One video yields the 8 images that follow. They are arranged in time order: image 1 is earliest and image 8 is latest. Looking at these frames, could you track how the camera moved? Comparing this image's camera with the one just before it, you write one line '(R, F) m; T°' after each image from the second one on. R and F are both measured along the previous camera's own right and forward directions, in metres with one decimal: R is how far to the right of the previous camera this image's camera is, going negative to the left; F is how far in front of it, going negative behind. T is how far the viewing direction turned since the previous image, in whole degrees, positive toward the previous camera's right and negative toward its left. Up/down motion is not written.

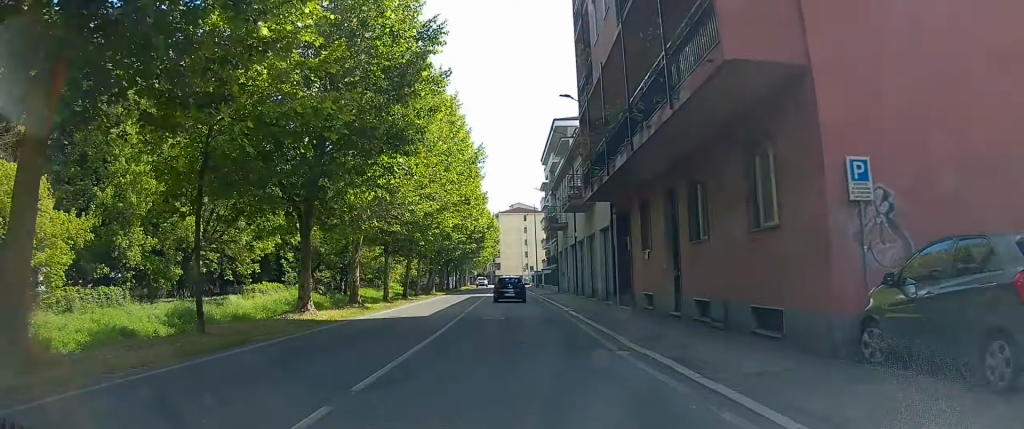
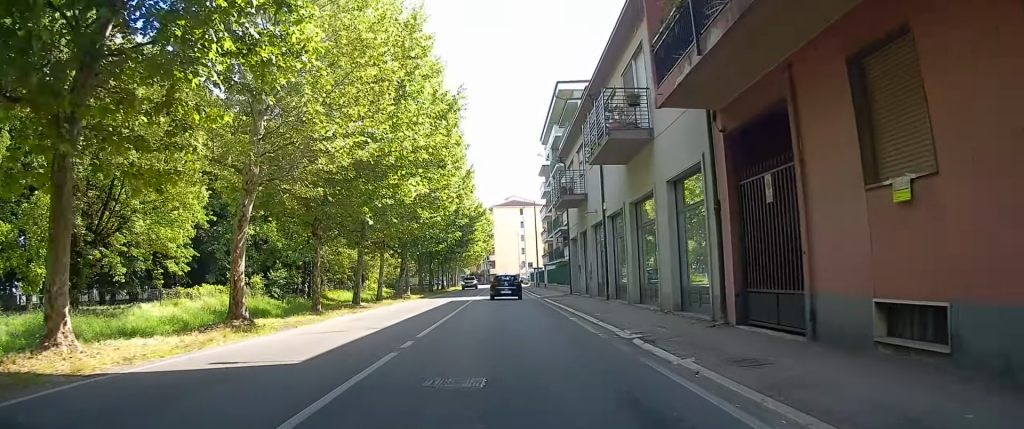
(-0.1, +13.6) m; 0°
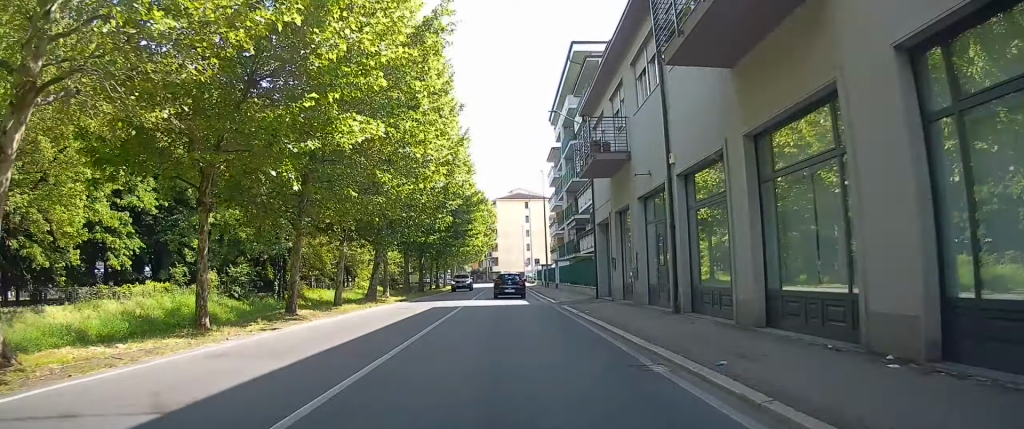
(0.0, +10.1) m; 0°
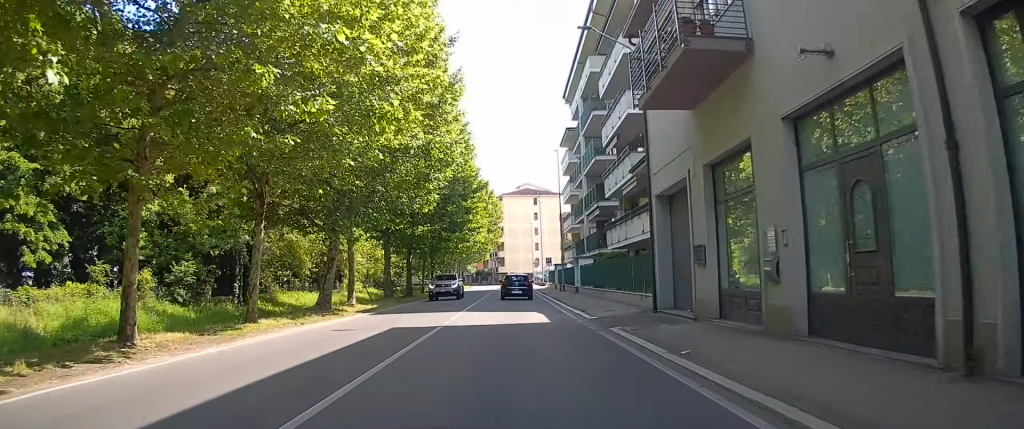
(0.0, +10.3) m; 0°
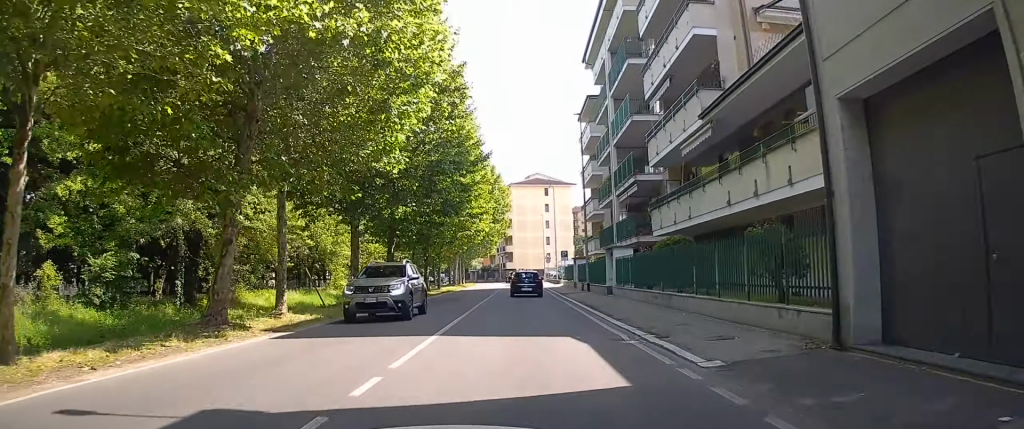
(0.0, +10.4) m; -1°
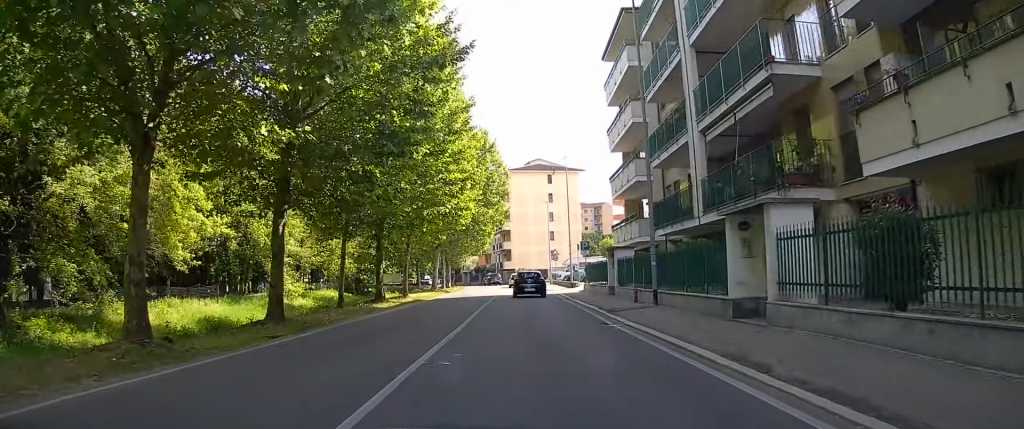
(-0.1, +18.1) m; 0°
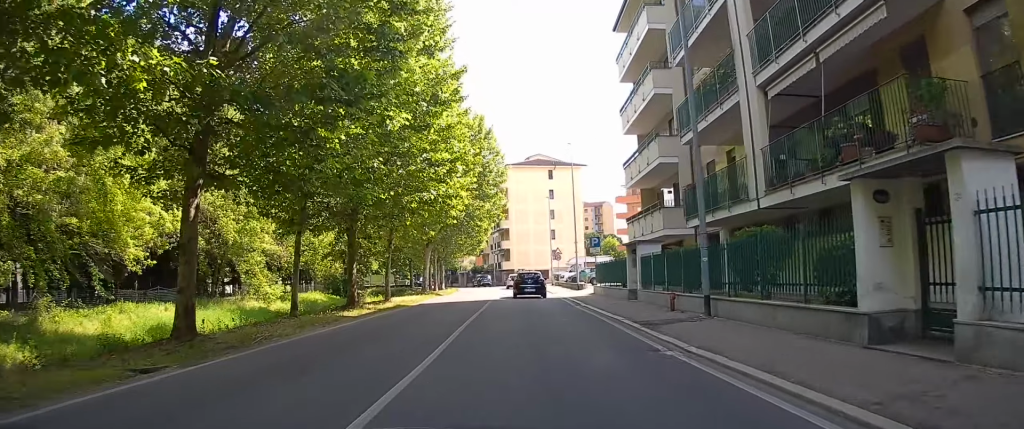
(0.0, +5.6) m; +1°
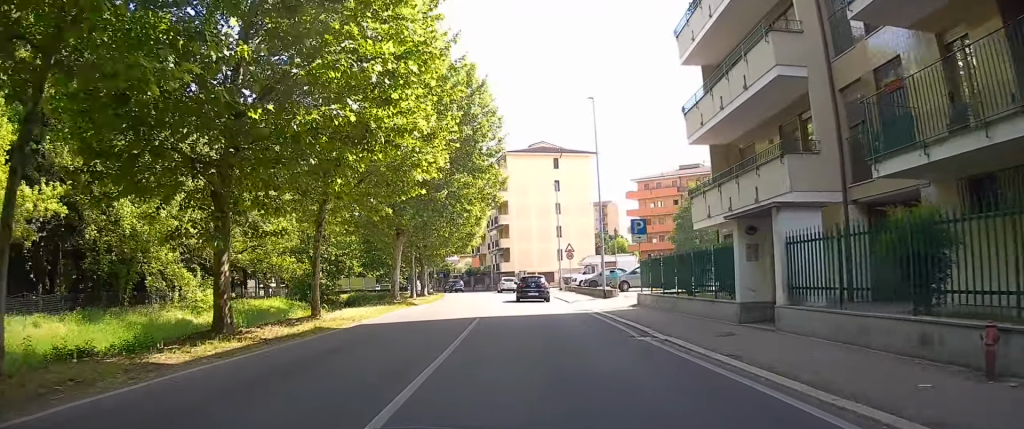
(+0.3, +12.9) m; +2°
